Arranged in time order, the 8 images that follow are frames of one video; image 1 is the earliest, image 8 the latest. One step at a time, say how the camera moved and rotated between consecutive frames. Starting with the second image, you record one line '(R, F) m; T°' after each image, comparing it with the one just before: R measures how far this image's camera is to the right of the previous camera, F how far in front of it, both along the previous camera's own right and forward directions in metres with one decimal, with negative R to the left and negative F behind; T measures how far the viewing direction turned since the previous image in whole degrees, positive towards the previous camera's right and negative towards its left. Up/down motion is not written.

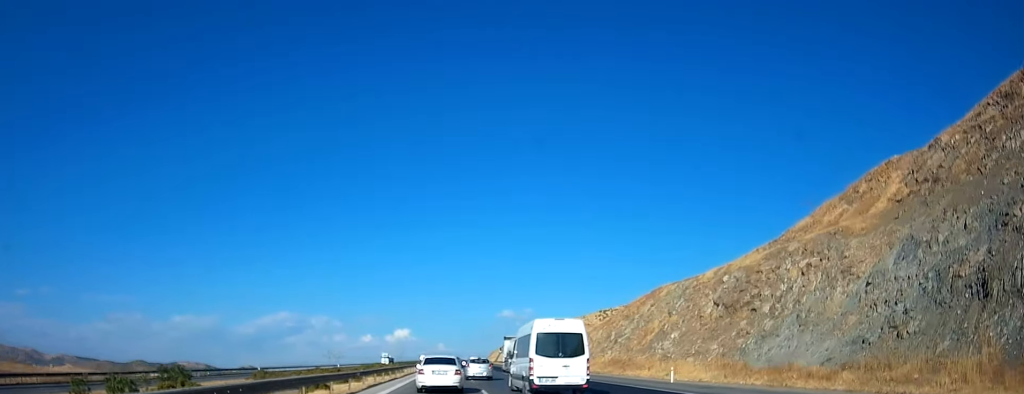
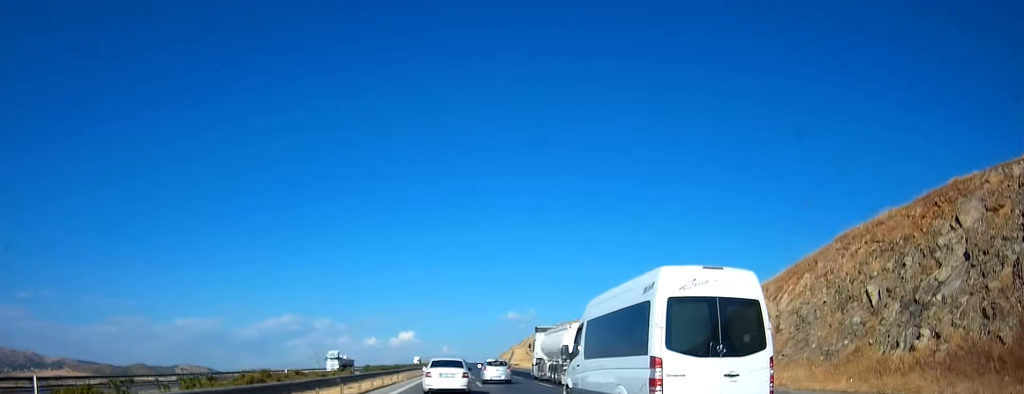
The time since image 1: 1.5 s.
(+0.2, +54.5) m; 0°
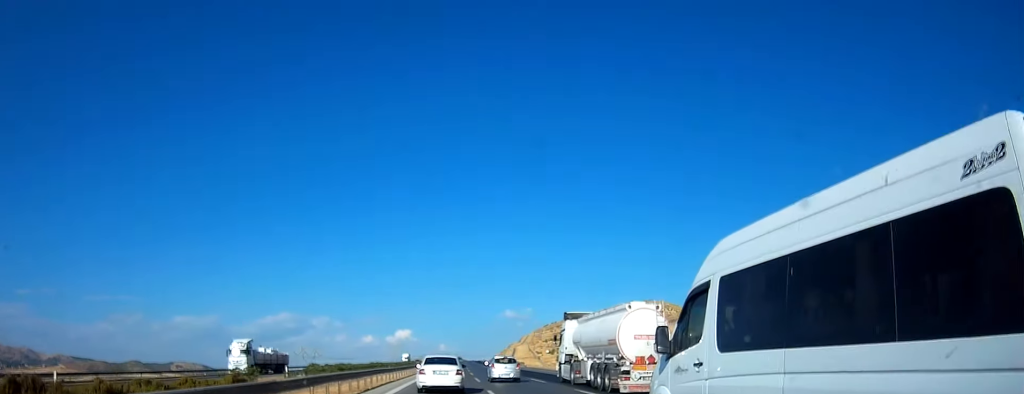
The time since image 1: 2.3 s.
(0.0, +30.5) m; 0°
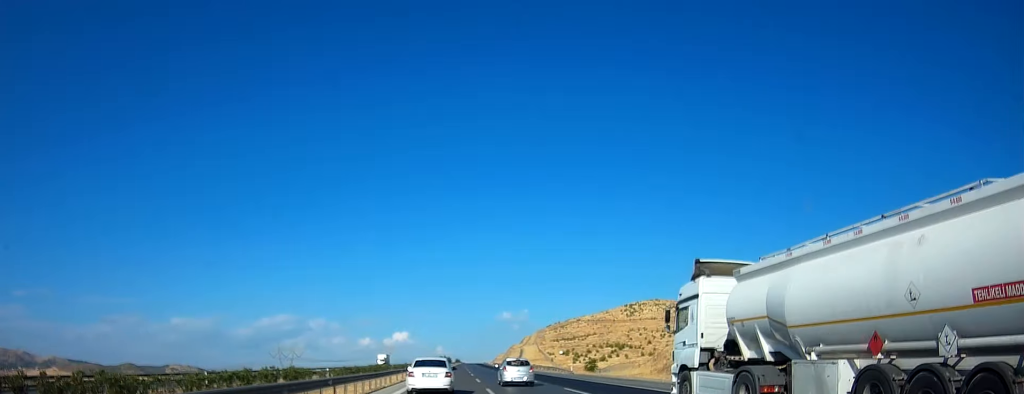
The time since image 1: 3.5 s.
(+0.1, +47.2) m; 0°
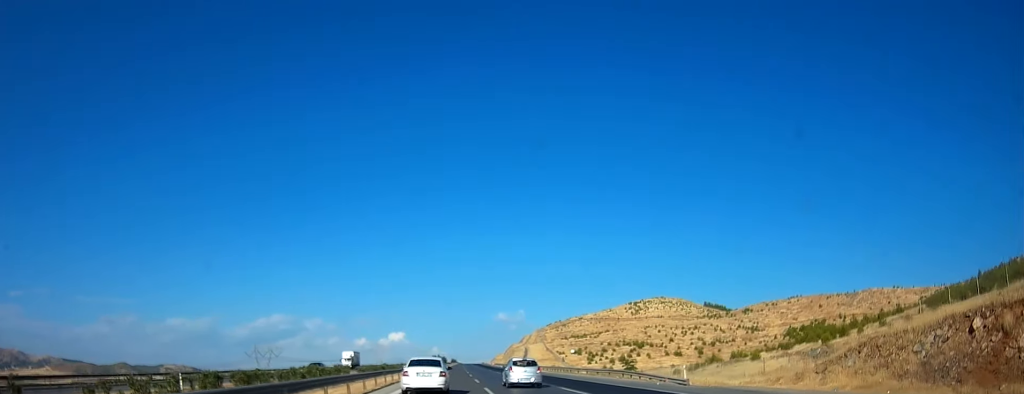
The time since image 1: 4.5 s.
(+0.1, +35.0) m; 0°
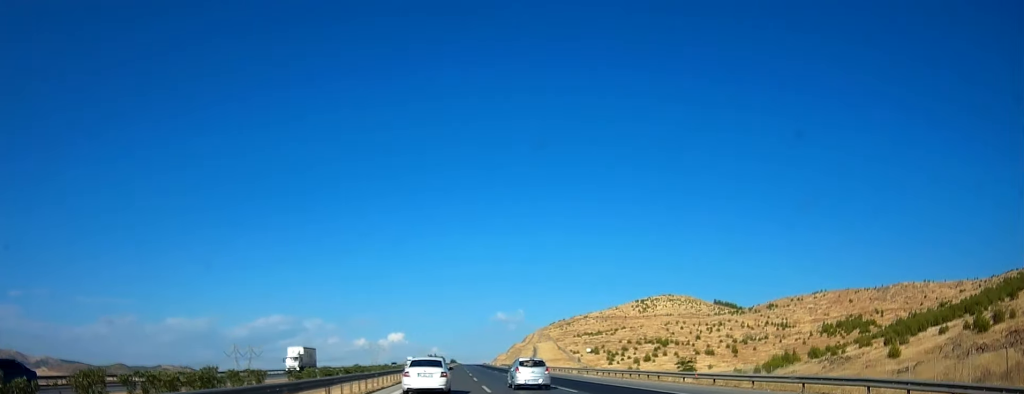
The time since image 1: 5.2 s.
(0.0, +29.2) m; 0°
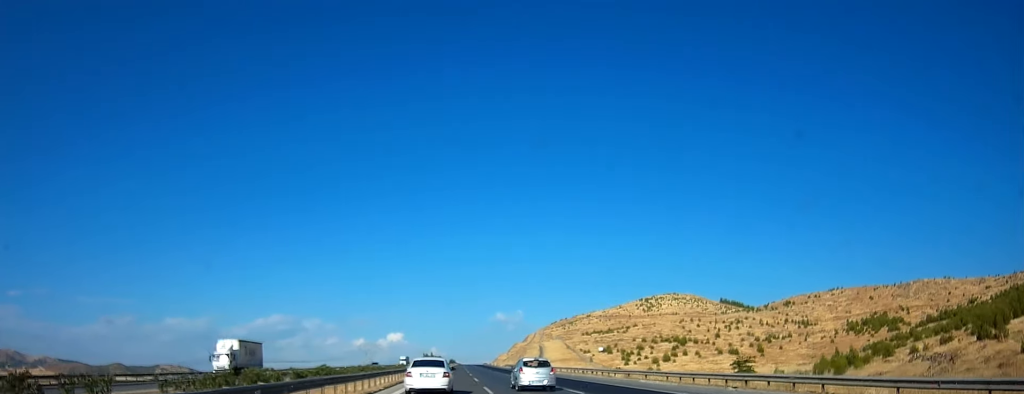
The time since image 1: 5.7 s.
(+0.1, +16.0) m; 0°
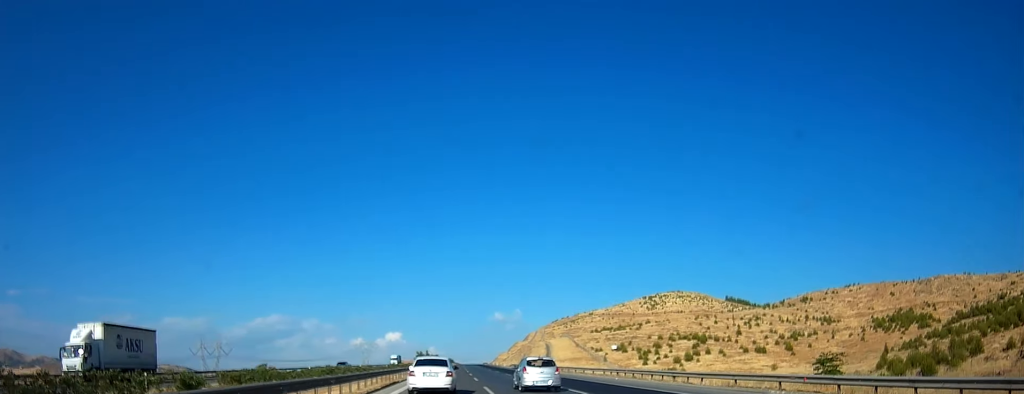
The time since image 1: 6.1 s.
(0.0, +15.4) m; 0°
